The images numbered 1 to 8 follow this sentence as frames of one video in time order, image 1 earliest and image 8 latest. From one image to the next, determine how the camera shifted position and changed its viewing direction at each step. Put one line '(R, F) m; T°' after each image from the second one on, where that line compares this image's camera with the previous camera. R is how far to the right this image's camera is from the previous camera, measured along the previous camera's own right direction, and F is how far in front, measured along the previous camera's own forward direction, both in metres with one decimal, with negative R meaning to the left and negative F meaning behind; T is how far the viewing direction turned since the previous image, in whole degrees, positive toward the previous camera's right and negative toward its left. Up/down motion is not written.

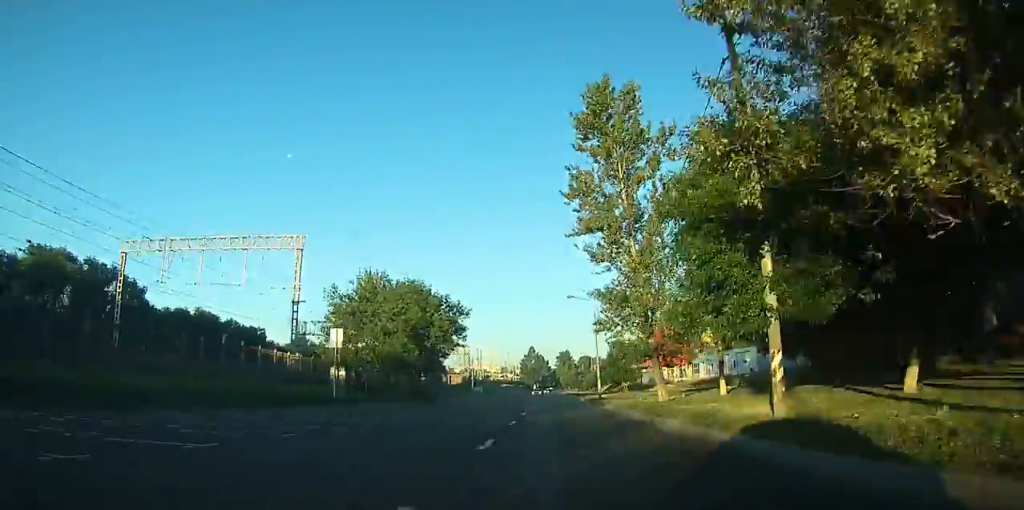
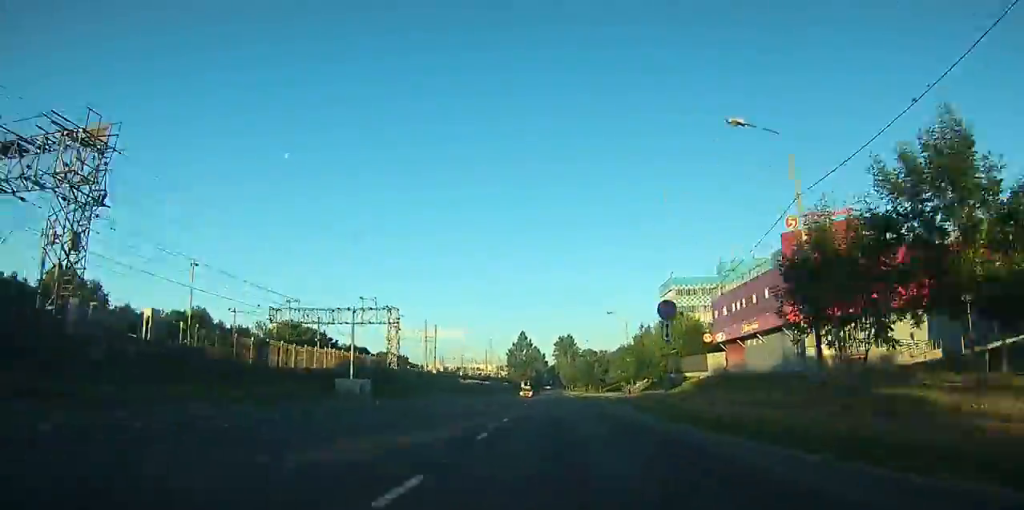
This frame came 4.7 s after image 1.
(-0.4, +74.6) m; 0°
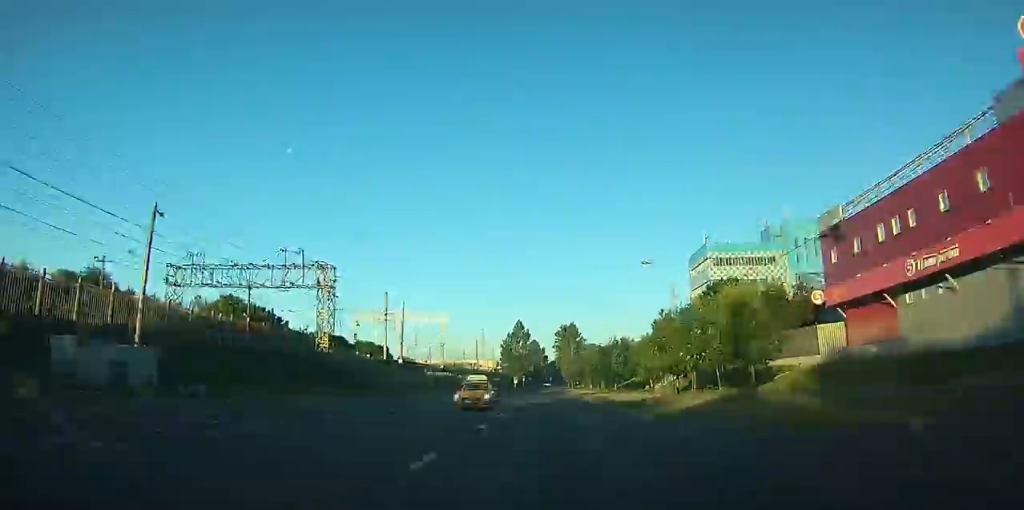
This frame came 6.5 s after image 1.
(+0.1, +28.8) m; 0°
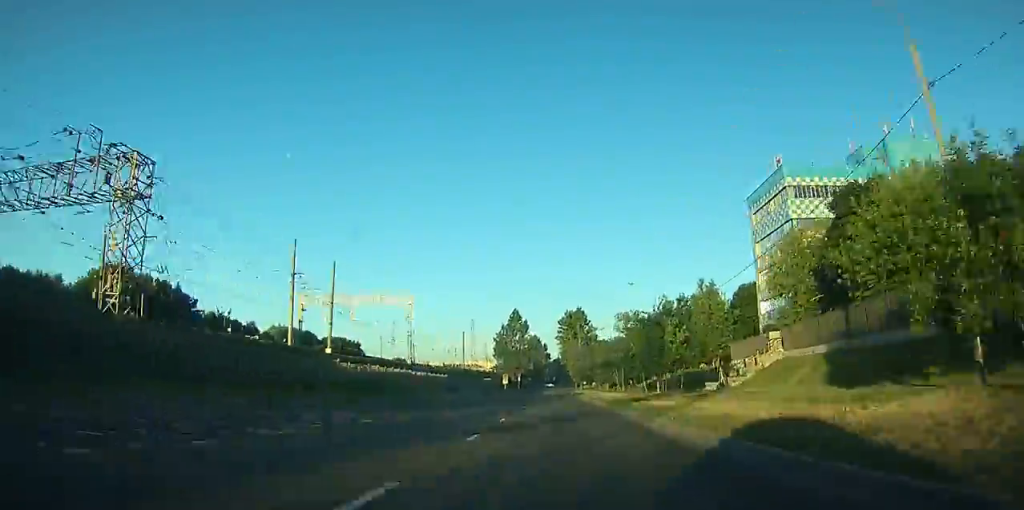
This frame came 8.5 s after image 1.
(+0.1, +34.4) m; 0°
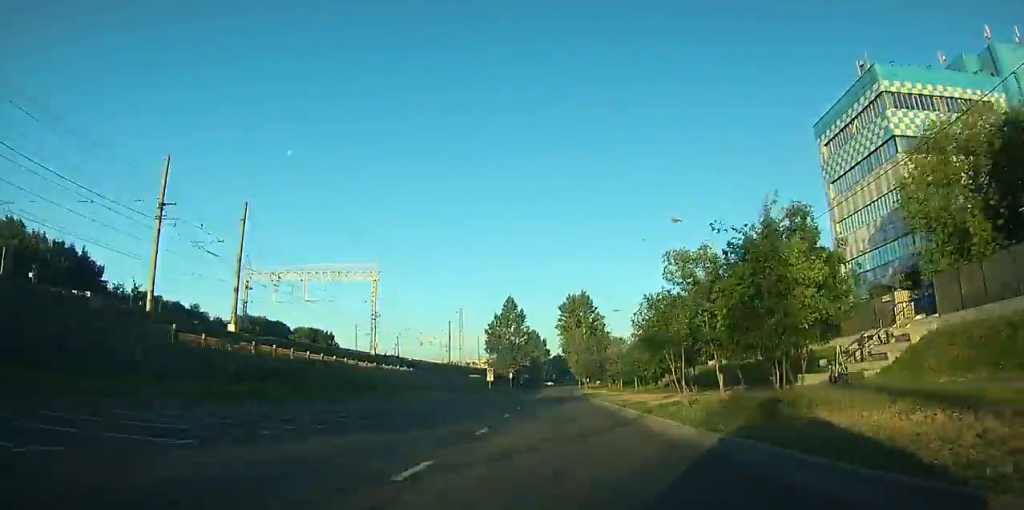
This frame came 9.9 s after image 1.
(0.0, +22.7) m; 0°
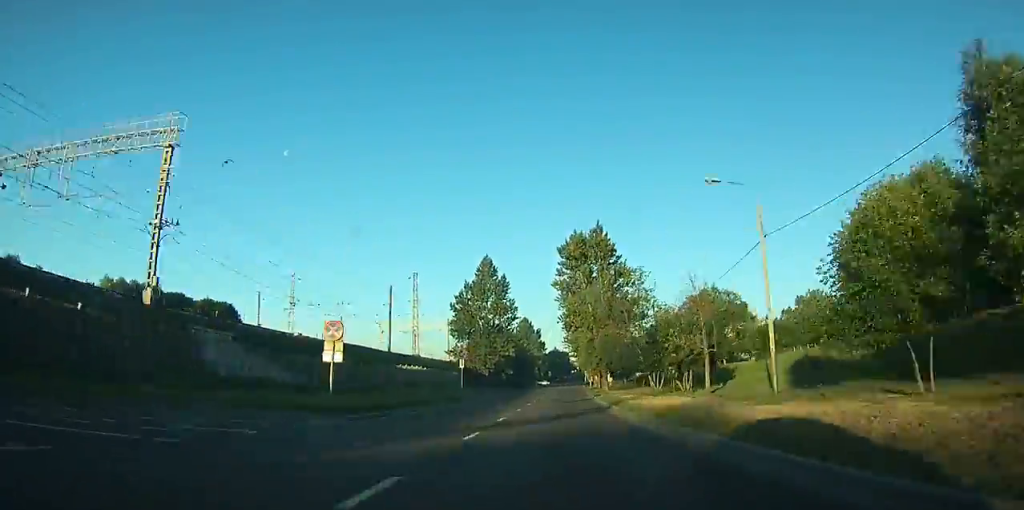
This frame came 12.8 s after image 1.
(+0.1, +50.3) m; +1°
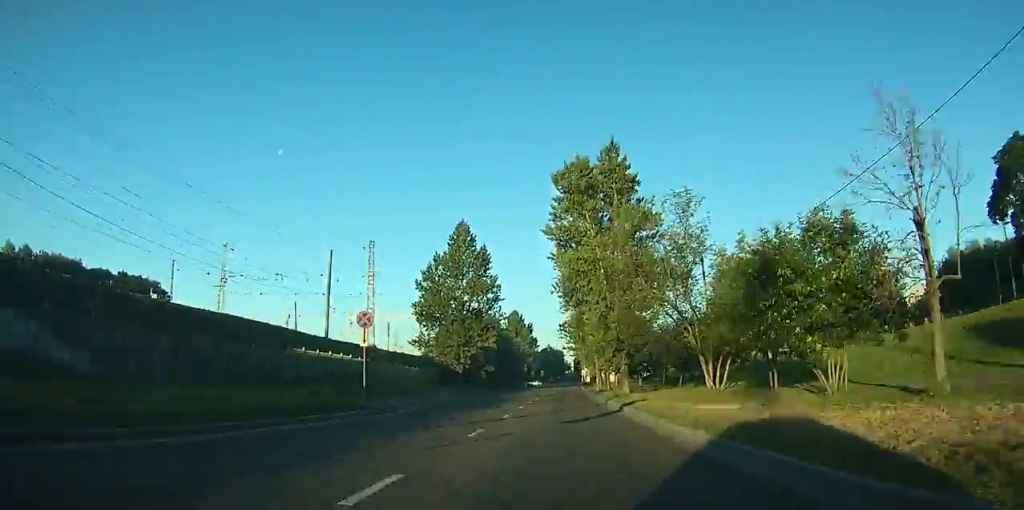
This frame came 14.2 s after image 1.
(0.0, +23.8) m; +1°
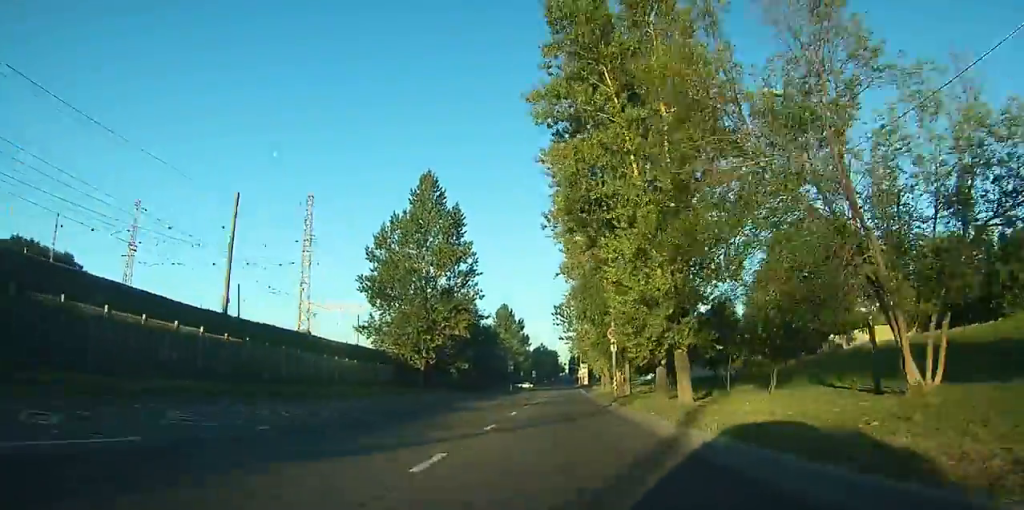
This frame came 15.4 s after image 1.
(0.0, +22.4) m; +2°
